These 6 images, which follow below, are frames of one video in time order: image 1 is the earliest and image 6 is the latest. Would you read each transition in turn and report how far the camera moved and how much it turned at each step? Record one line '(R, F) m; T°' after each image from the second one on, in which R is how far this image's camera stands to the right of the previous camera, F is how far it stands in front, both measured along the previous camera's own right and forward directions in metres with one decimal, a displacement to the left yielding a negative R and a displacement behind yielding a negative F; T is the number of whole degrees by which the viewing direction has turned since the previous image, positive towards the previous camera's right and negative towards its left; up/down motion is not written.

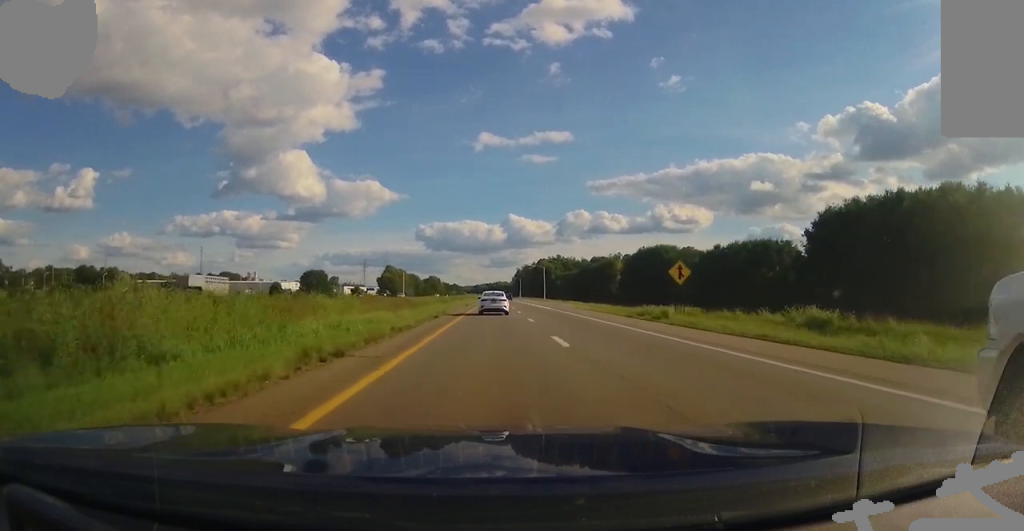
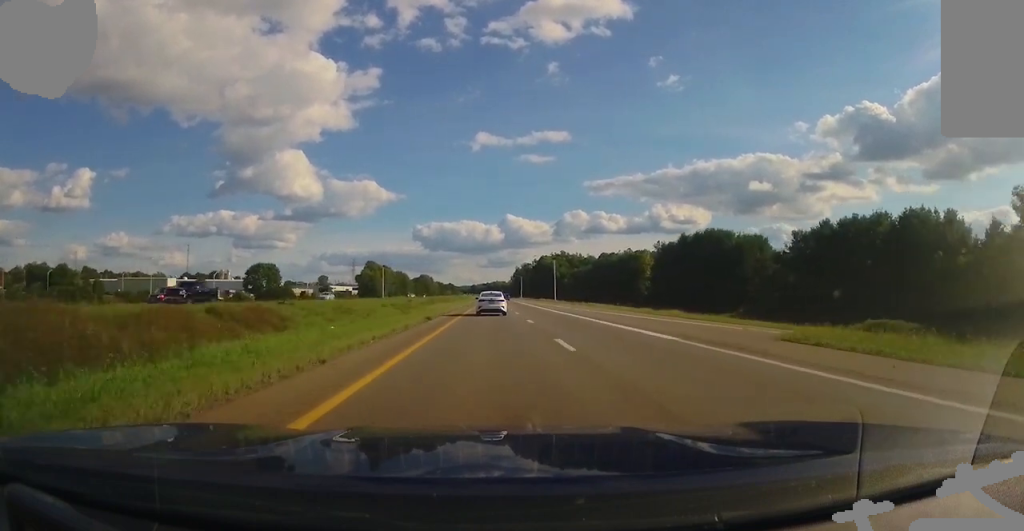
(-0.2, +38.2) m; 0°
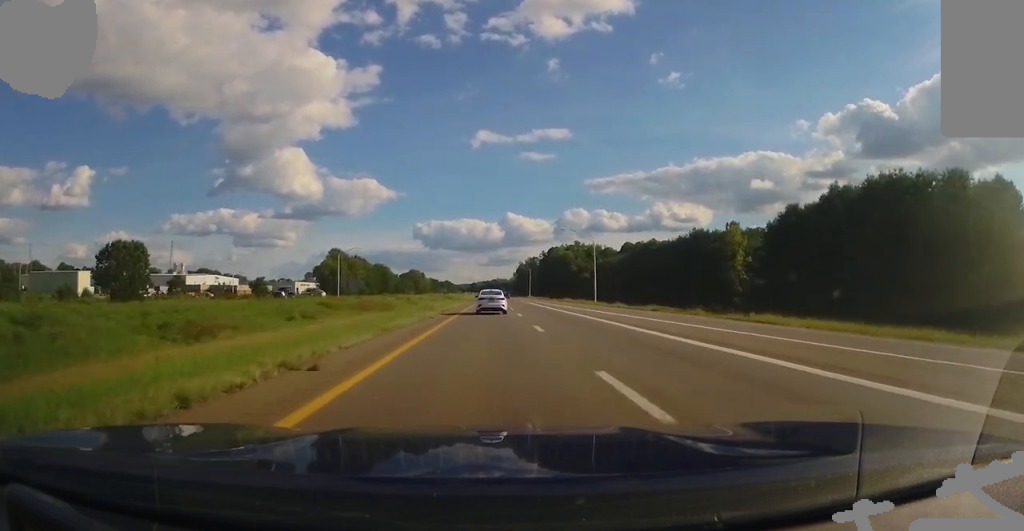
(-0.1, +56.7) m; 0°
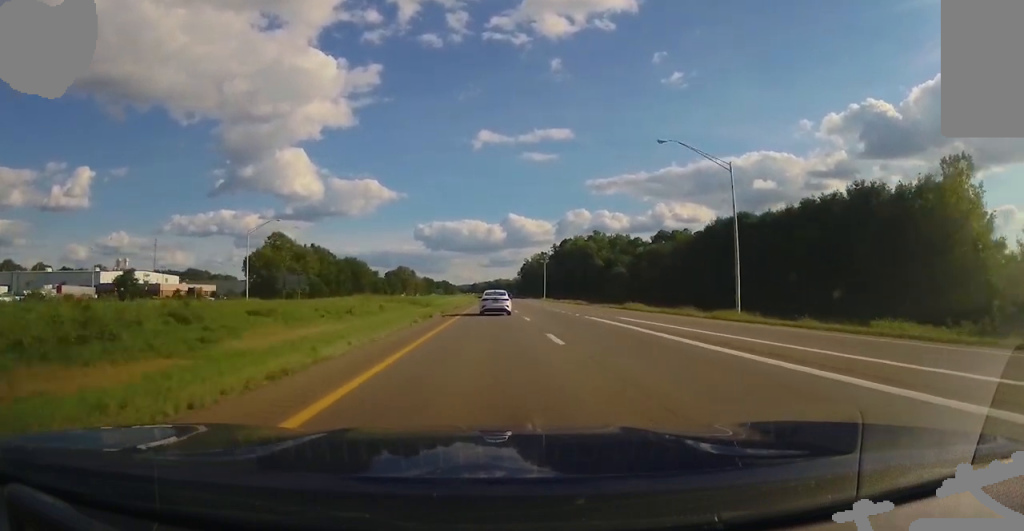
(0.0, +53.1) m; 0°
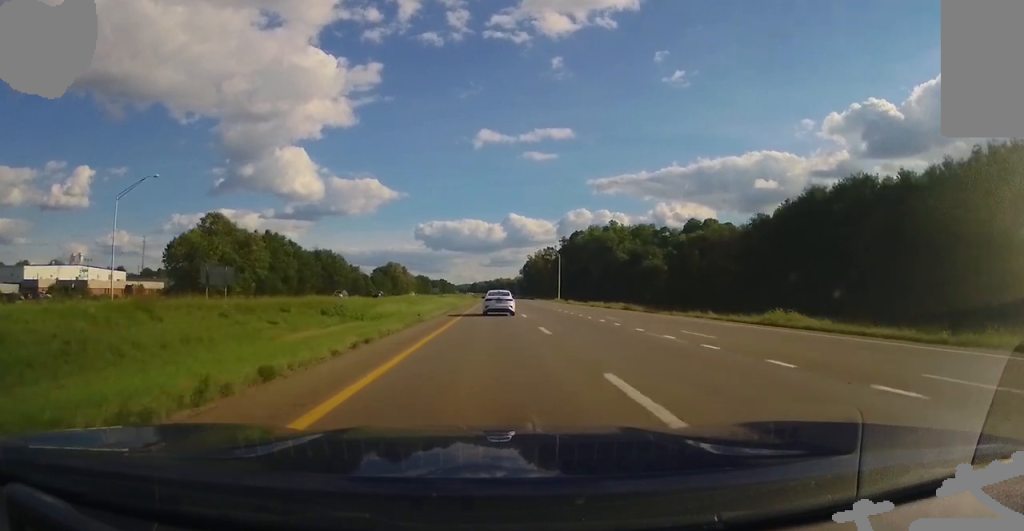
(0.0, +33.3) m; 0°
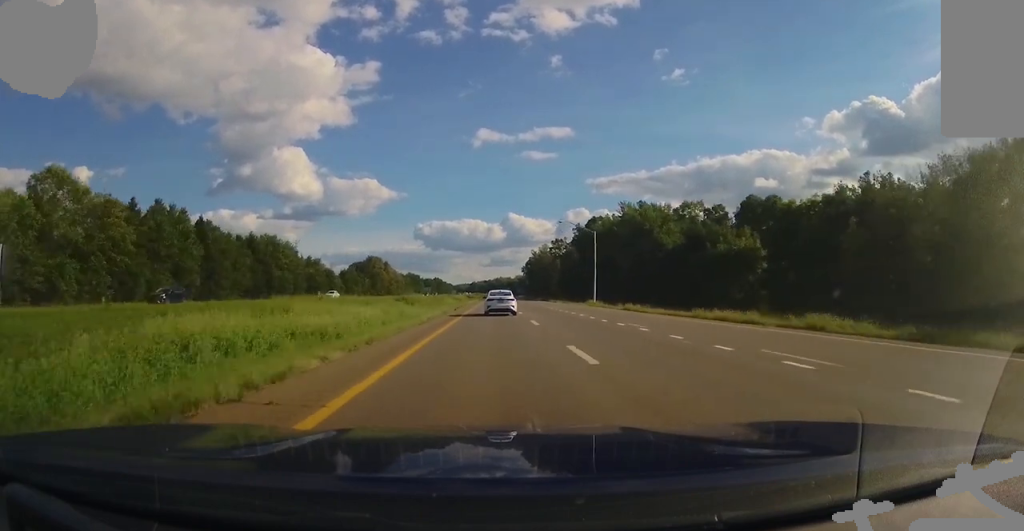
(0.0, +44.7) m; 0°
